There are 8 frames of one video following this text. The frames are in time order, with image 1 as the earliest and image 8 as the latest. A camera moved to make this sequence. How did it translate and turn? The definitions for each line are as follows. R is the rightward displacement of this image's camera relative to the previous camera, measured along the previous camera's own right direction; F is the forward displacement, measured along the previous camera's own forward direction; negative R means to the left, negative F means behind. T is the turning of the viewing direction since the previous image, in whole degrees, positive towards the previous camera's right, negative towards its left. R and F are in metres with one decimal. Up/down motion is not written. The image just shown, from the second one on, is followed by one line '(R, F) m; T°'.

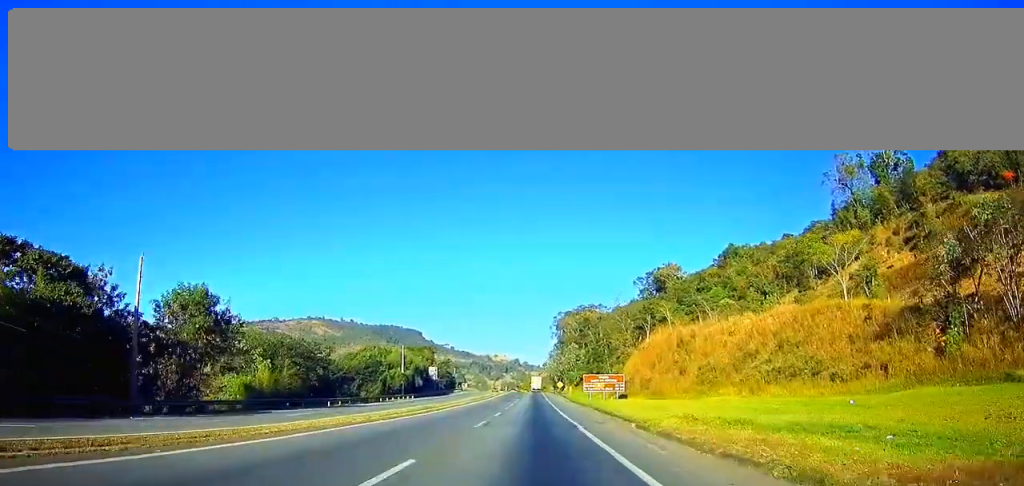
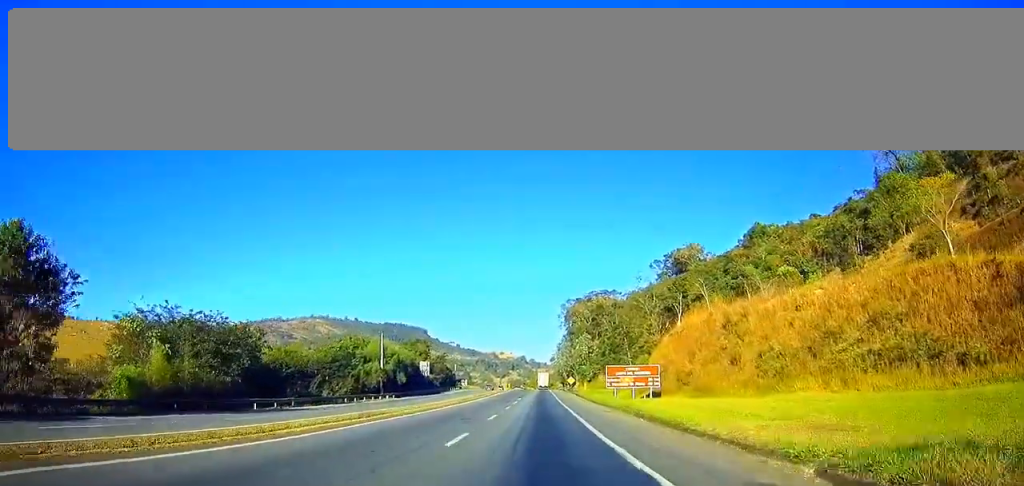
(0.0, +20.5) m; 0°
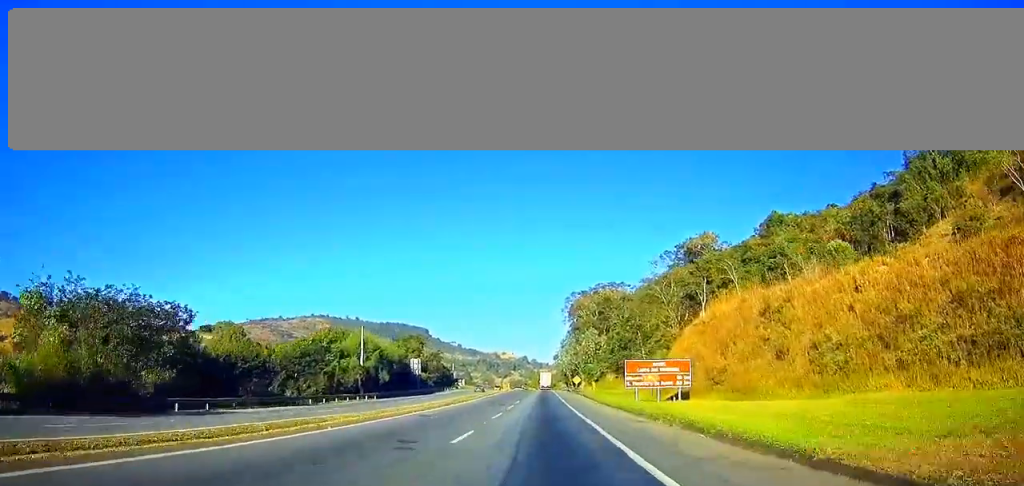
(0.0, +12.3) m; 0°
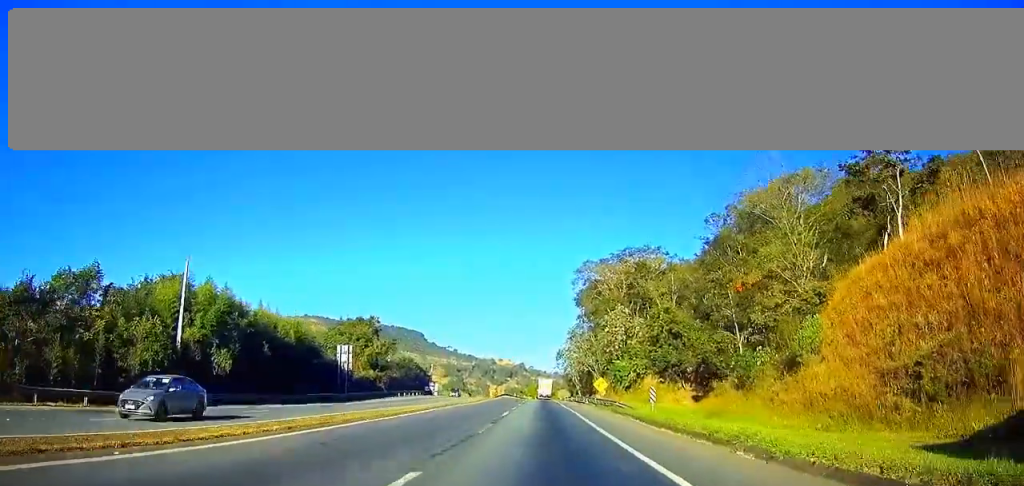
(-0.2, +45.3) m; 0°
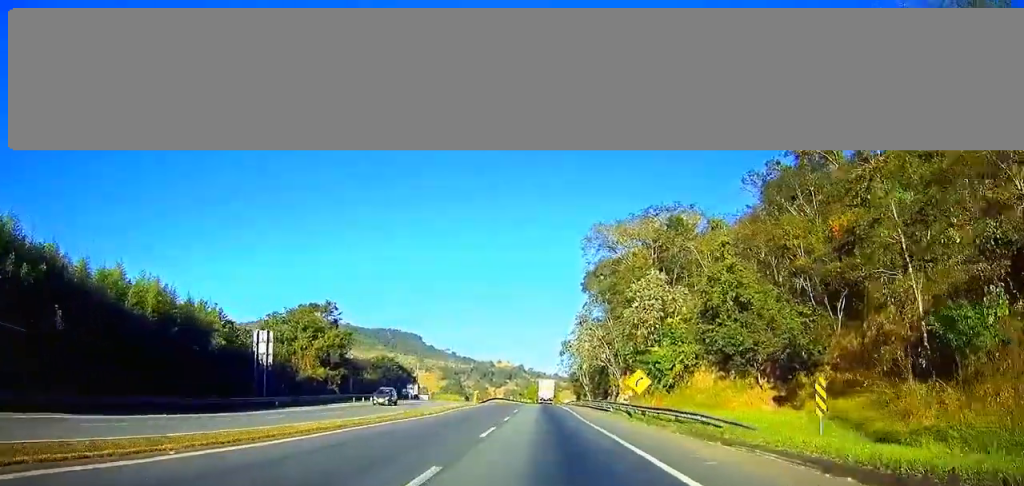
(+0.1, +24.6) m; 0°
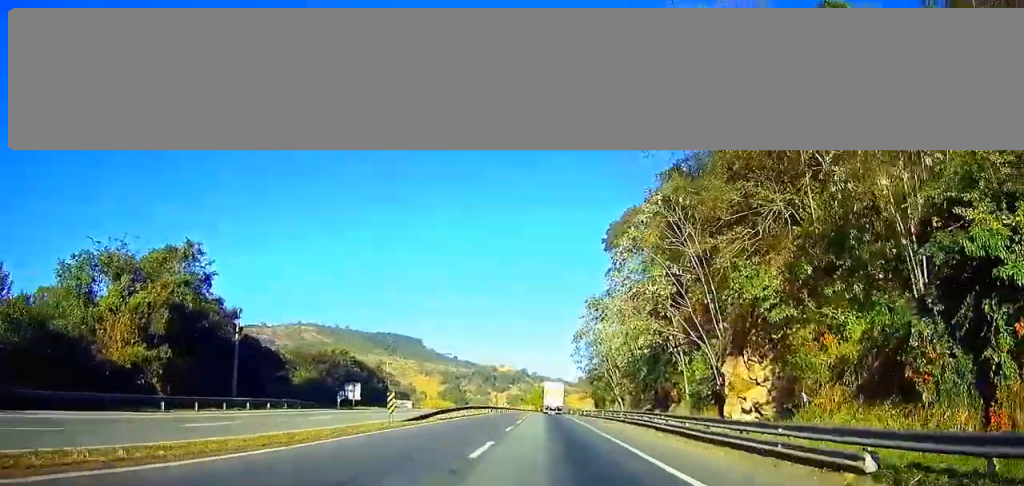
(-0.1, +40.6) m; -1°
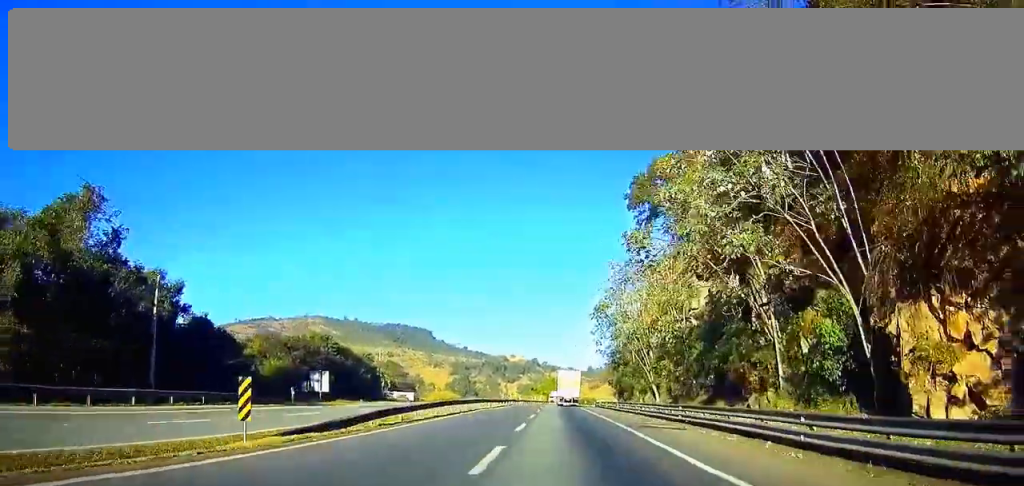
(0.0, +16.1) m; 0°
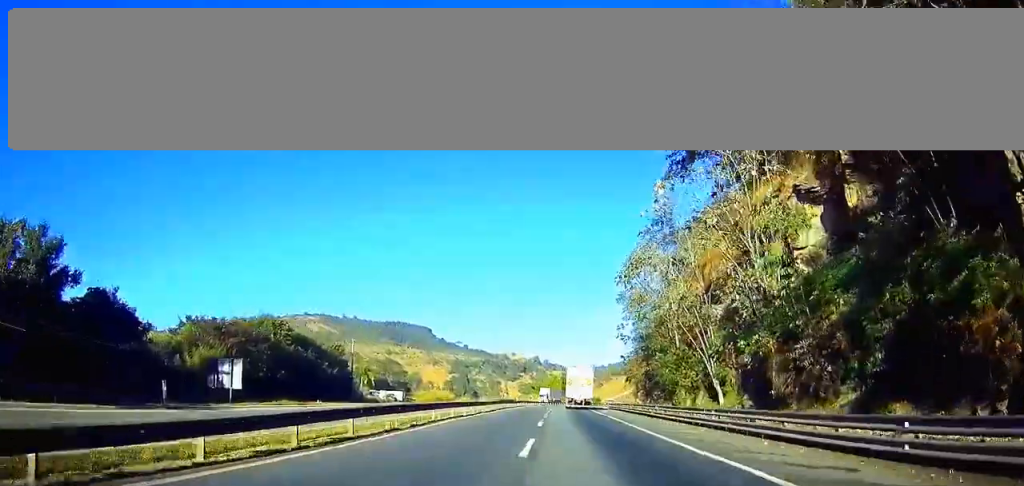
(-0.1, +20.1) m; 0°
